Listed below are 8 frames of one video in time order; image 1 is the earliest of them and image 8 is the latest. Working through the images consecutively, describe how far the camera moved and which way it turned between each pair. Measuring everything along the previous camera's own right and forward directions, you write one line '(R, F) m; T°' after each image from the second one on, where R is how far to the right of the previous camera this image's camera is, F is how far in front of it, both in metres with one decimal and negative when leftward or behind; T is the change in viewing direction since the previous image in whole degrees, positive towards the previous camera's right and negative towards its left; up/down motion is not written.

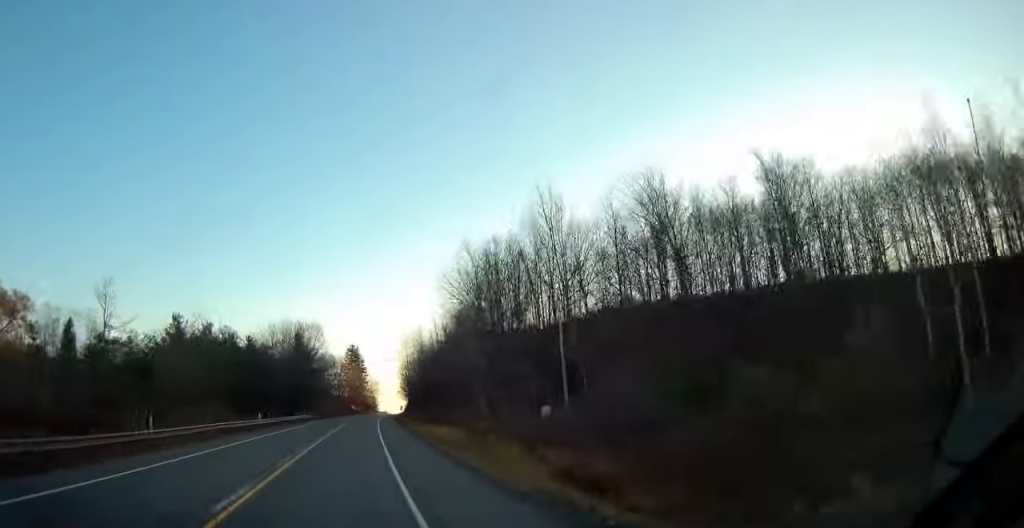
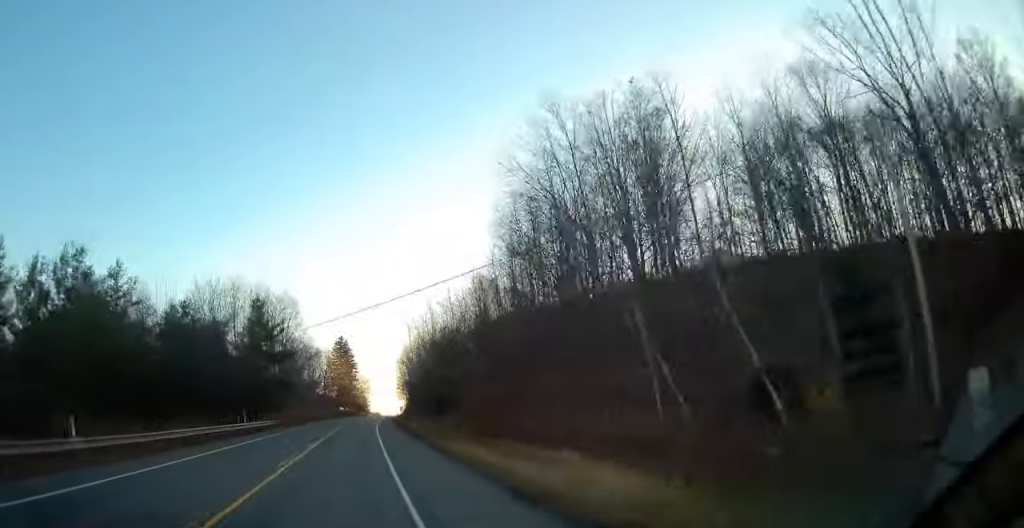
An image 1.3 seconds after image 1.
(+0.6, +29.0) m; +1°
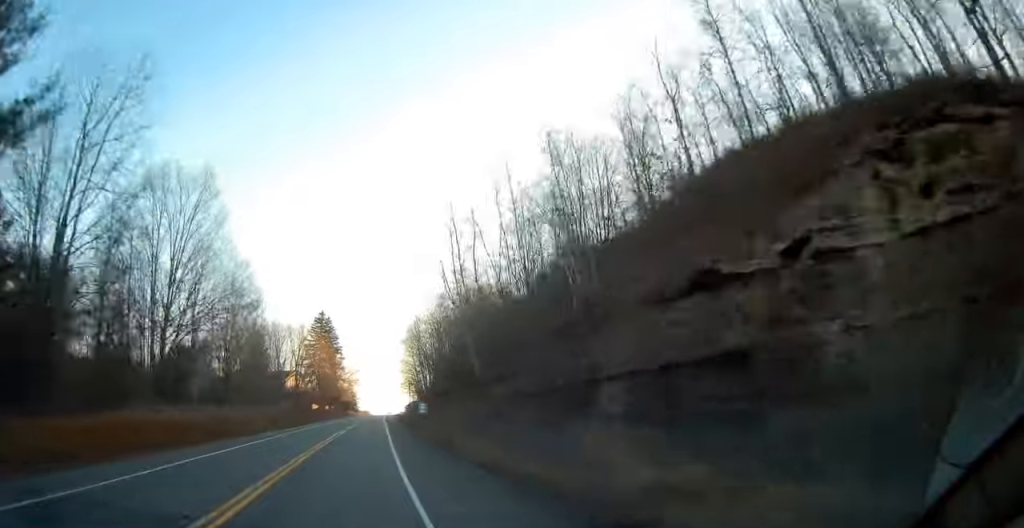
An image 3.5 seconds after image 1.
(+0.4, +50.7) m; +1°
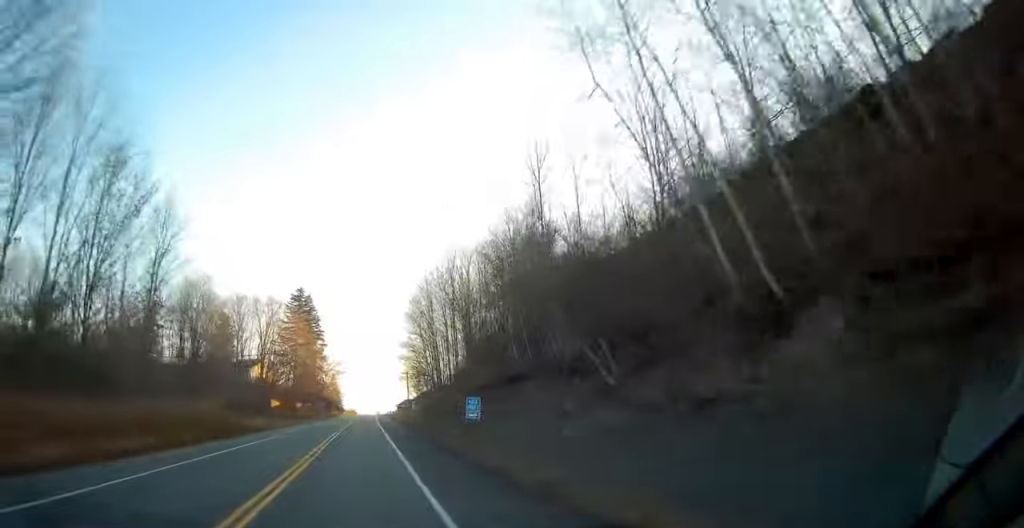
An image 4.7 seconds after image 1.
(+0.2, +29.9) m; +1°
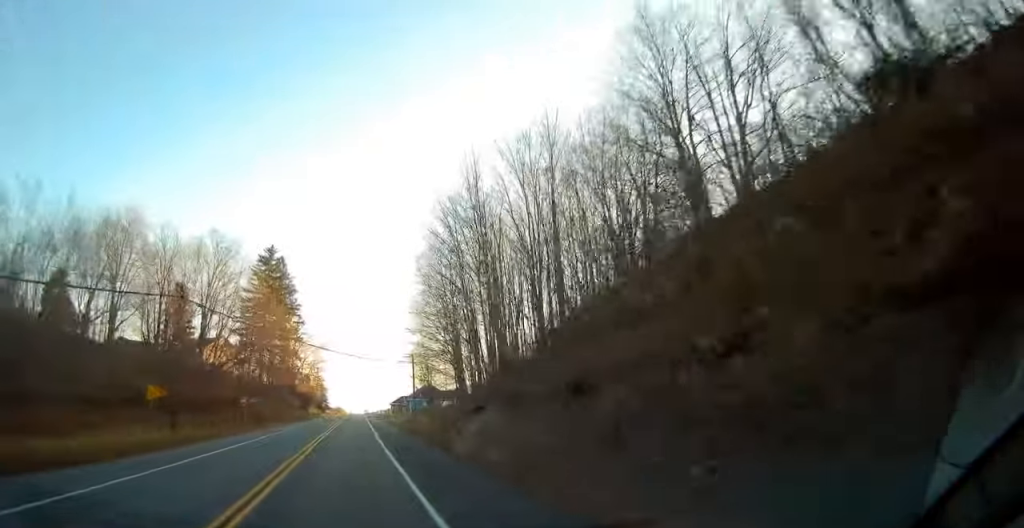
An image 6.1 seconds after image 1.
(+0.5, +32.2) m; +1°
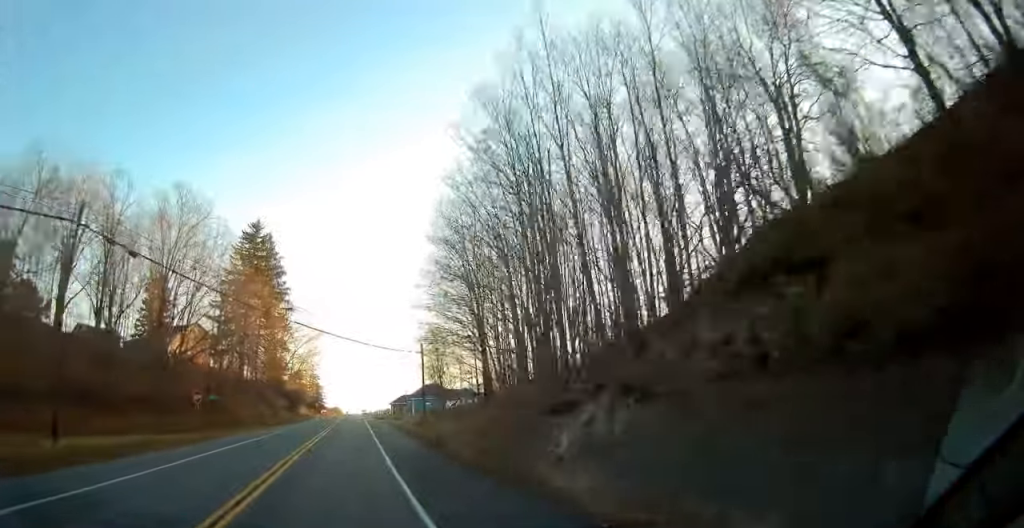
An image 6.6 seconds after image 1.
(+0.2, +13.8) m; 0°
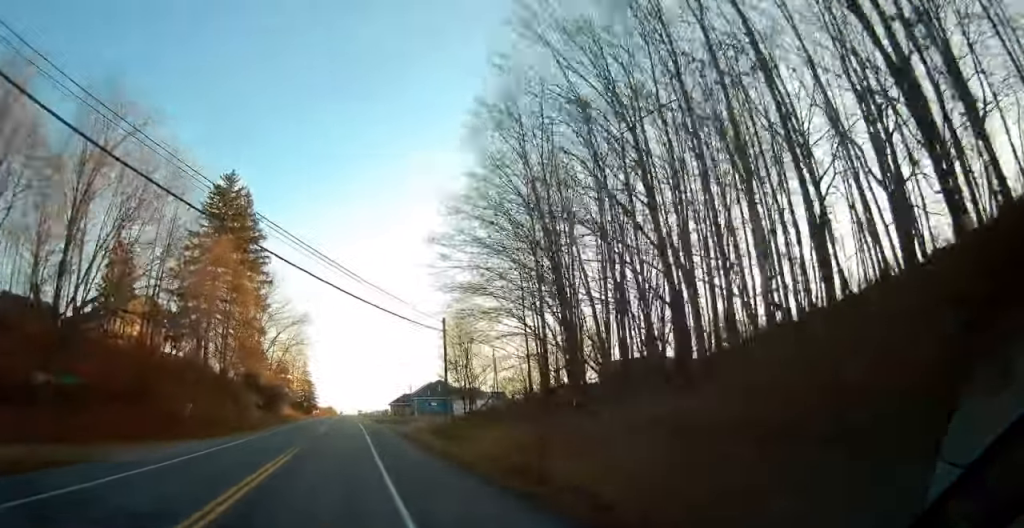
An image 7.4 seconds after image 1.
(-0.1, +18.8) m; 0°
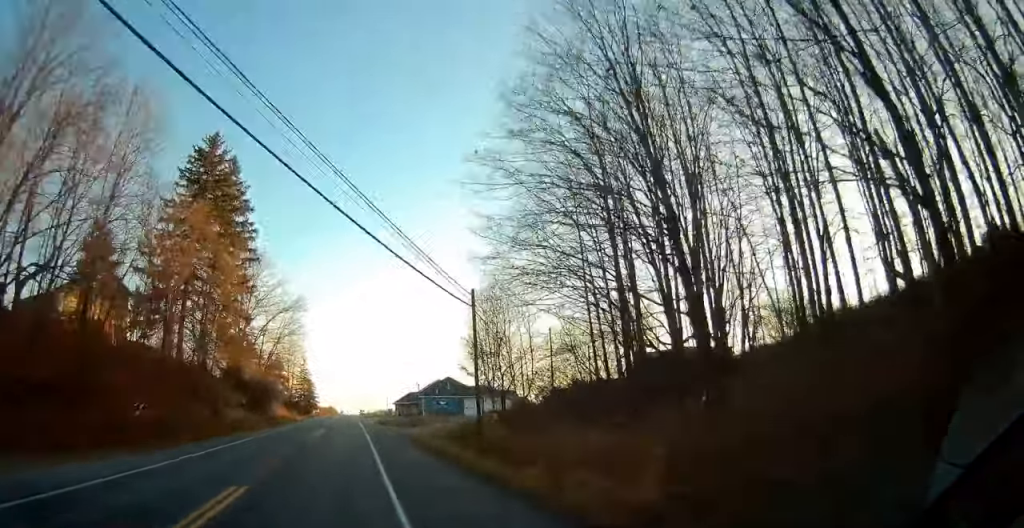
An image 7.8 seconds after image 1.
(-0.1, +10.7) m; 0°
